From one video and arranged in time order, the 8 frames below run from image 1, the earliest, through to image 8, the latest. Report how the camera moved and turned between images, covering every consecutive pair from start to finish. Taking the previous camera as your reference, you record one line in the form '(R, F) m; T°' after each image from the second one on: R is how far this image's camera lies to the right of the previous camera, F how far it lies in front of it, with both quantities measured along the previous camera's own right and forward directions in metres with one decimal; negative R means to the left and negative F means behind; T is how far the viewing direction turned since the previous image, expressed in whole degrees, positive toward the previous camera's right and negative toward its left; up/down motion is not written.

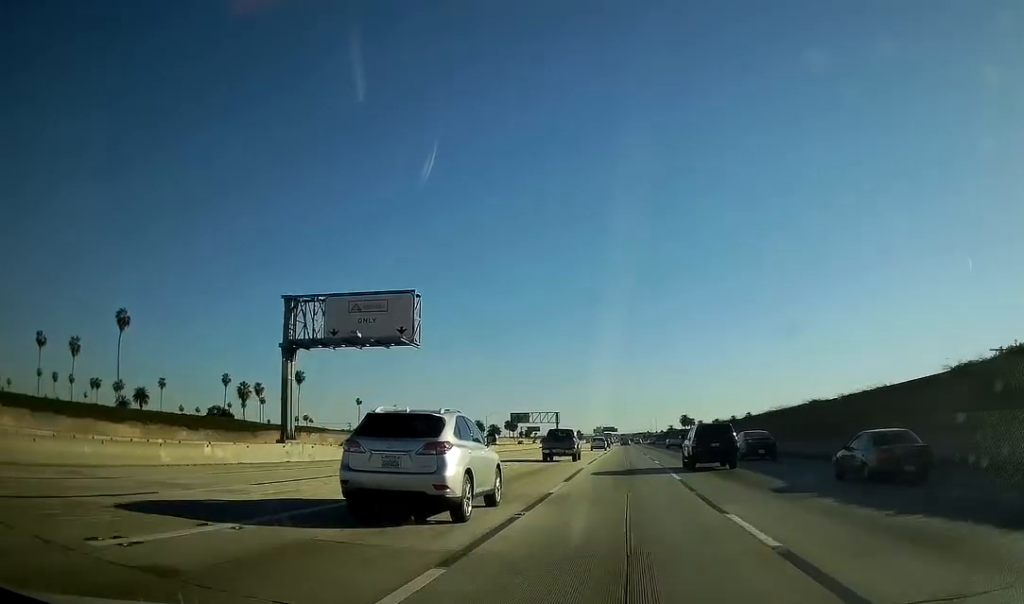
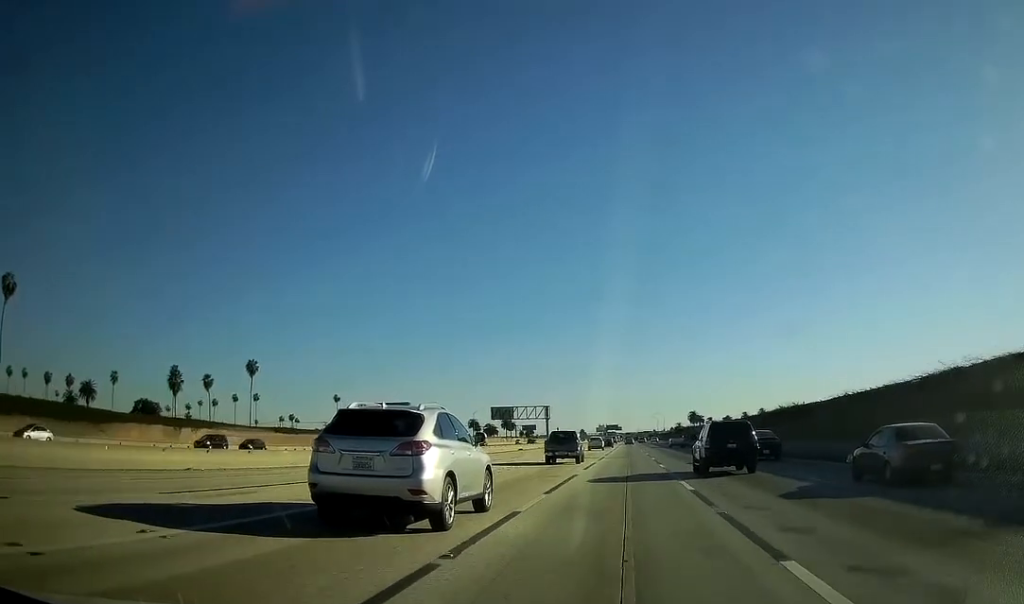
(0.0, +35.8) m; 0°
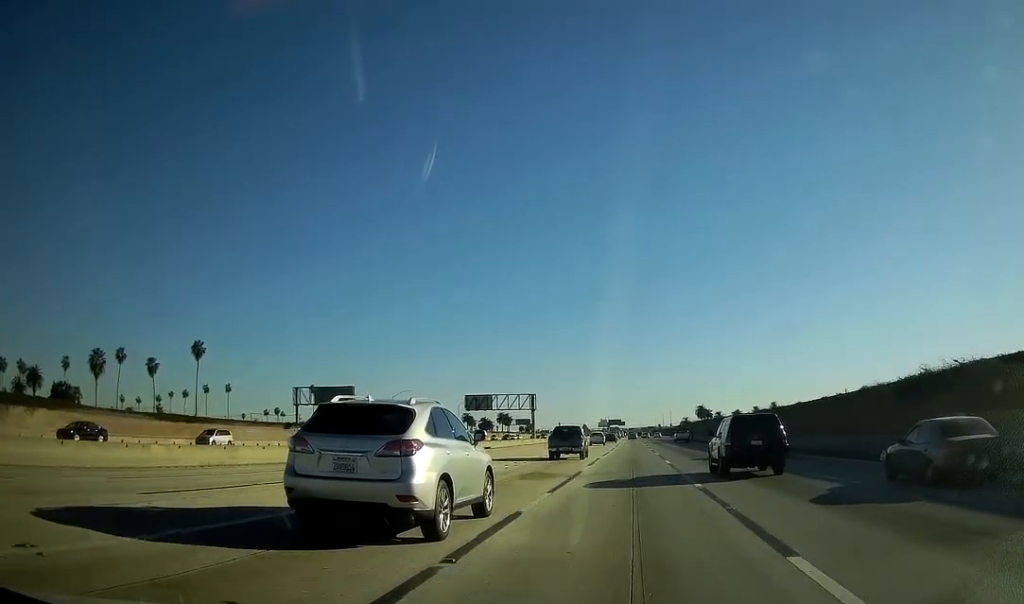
(0.0, +30.9) m; 0°
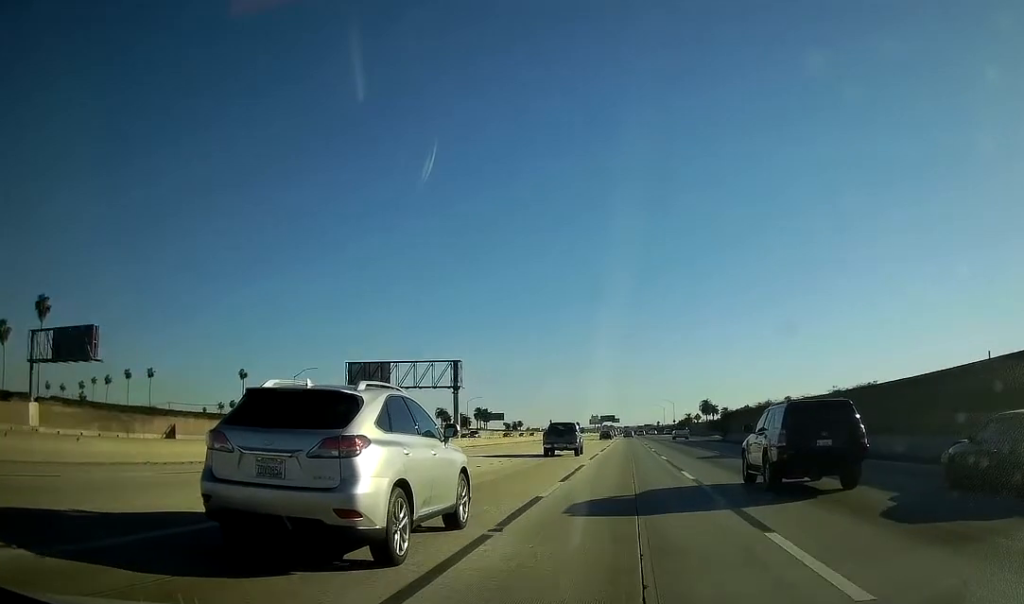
(-0.1, +57.7) m; 0°
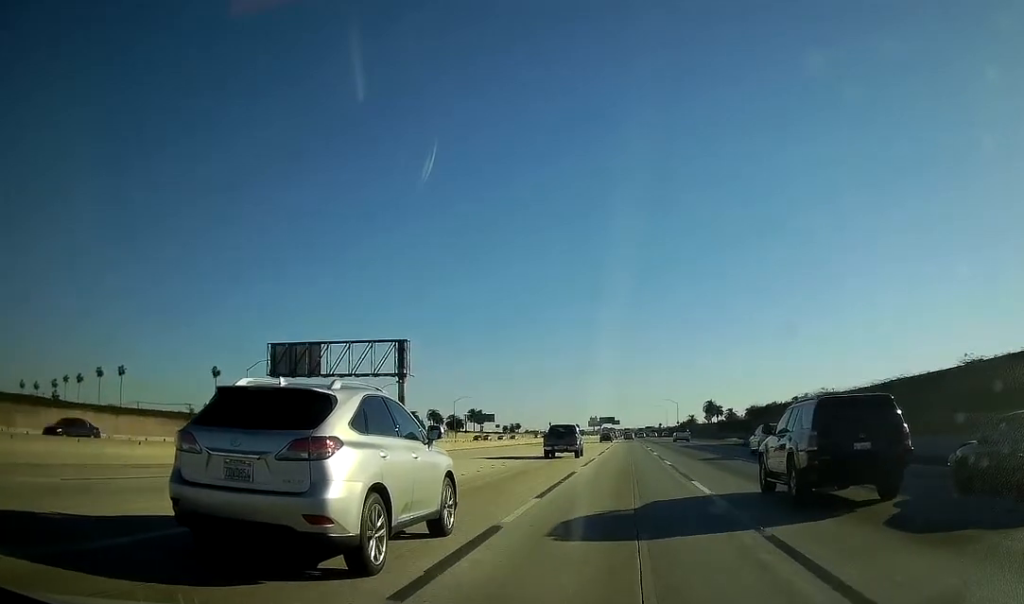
(0.0, +19.3) m; 0°
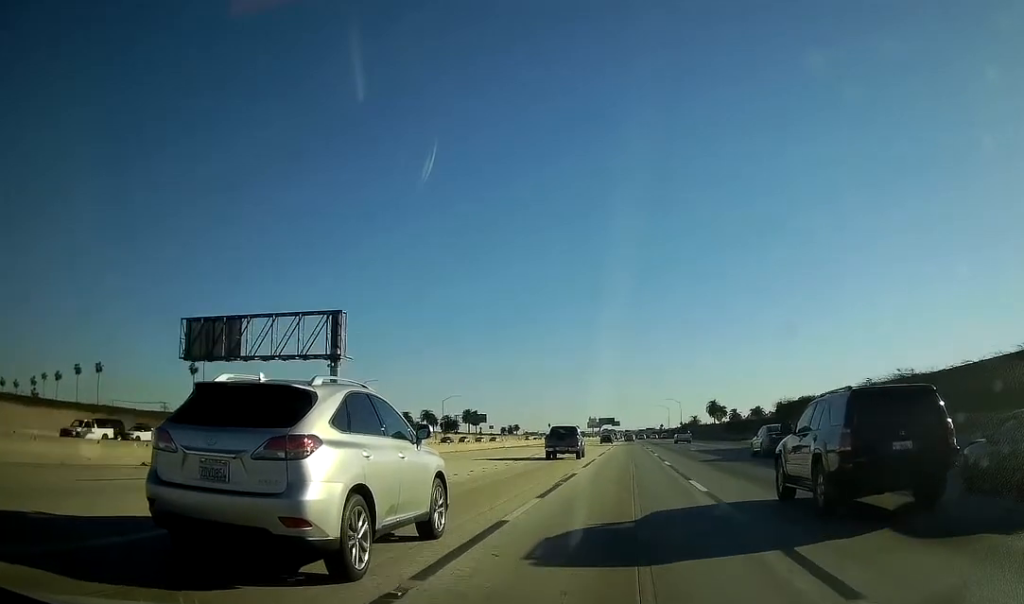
(0.0, +13.5) m; 0°
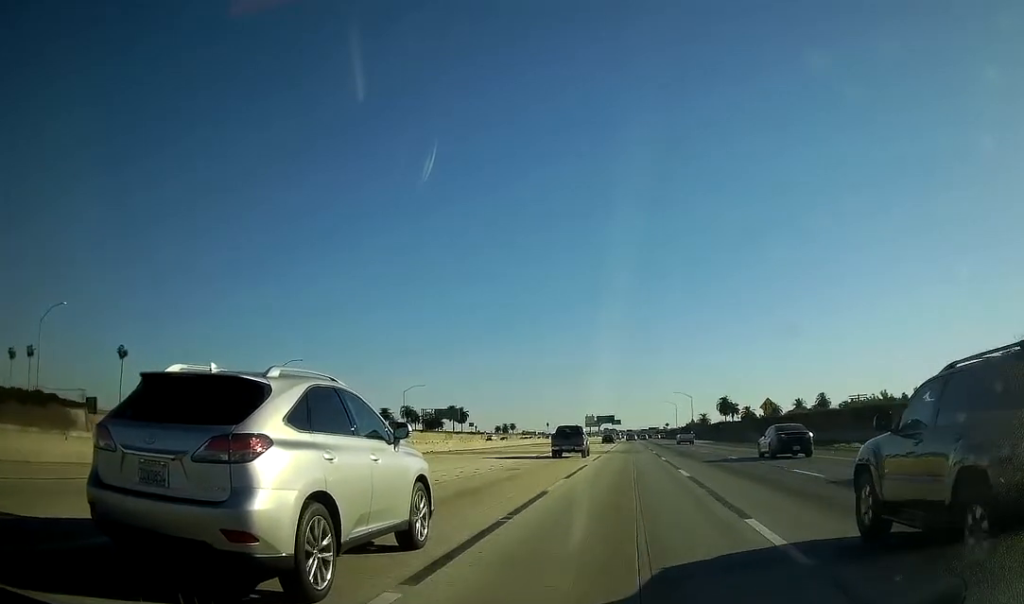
(0.0, +37.9) m; 0°
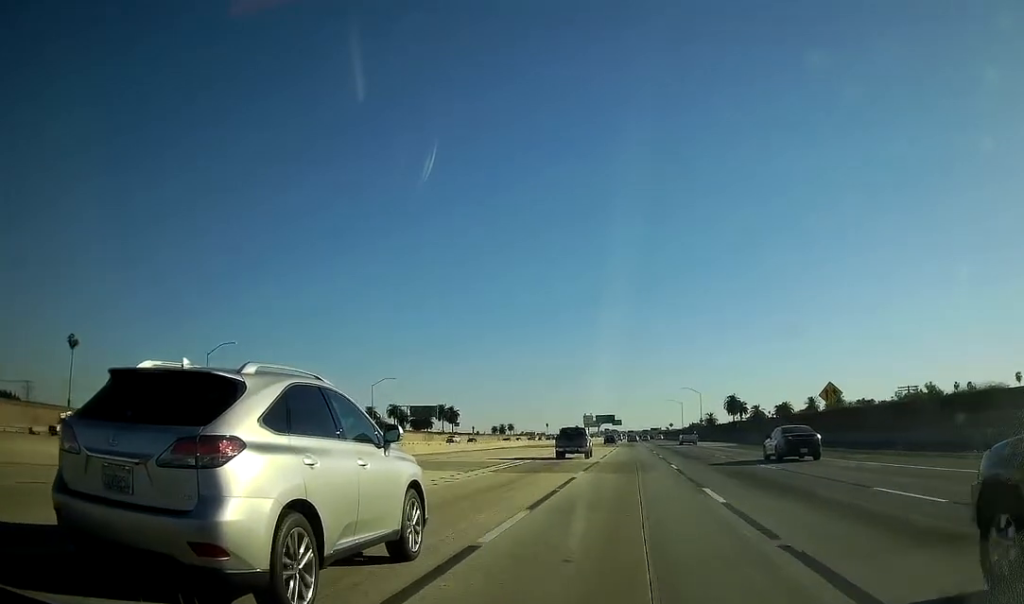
(-0.1, +22.5) m; 0°
